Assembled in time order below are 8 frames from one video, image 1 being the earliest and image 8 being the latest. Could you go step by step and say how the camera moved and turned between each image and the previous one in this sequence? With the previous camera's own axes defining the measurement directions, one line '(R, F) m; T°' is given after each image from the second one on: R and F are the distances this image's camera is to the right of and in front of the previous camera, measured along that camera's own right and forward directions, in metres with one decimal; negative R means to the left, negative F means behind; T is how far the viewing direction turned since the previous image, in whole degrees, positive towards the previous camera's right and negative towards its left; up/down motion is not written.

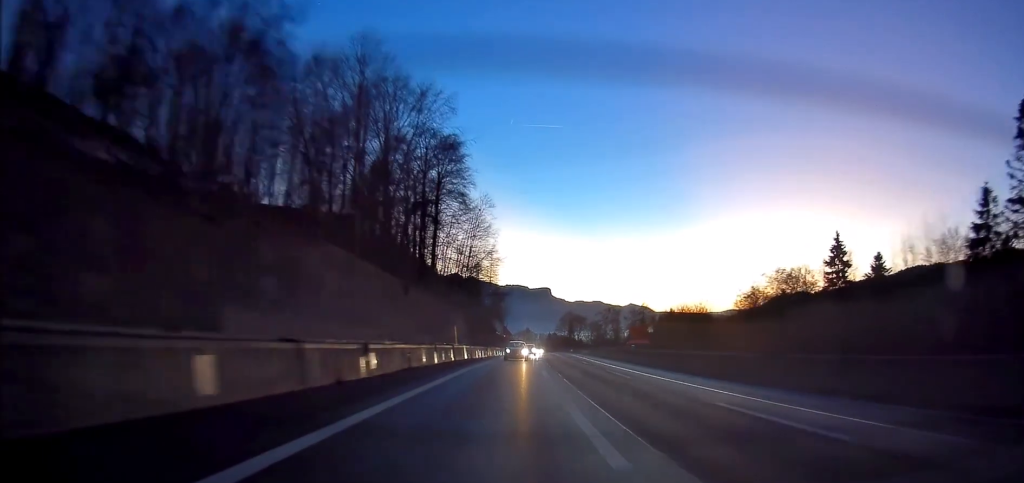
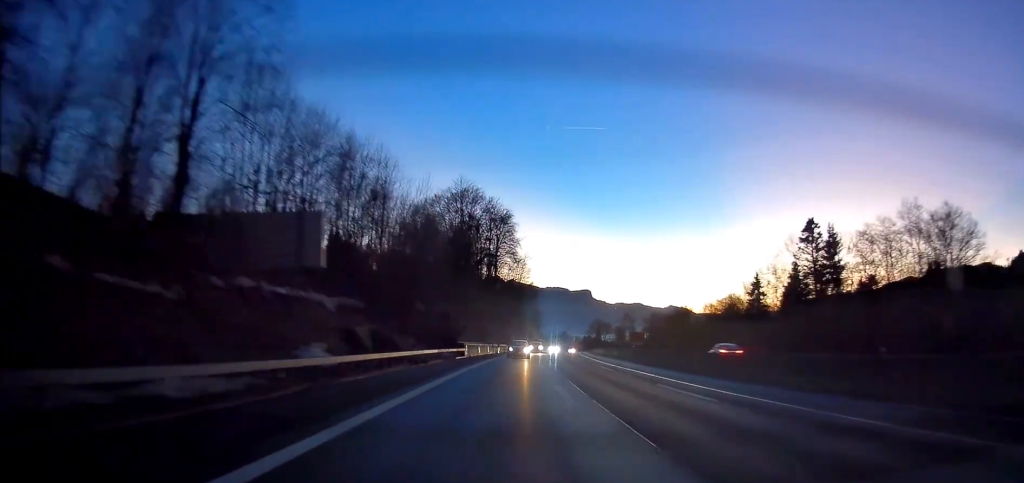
(-1.8, +60.4) m; -3°
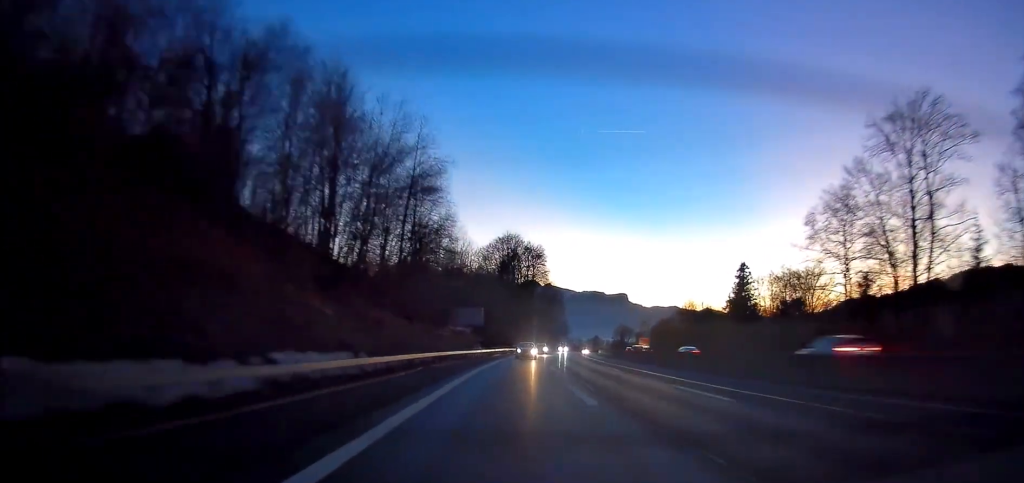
(-1.2, +53.9) m; -3°
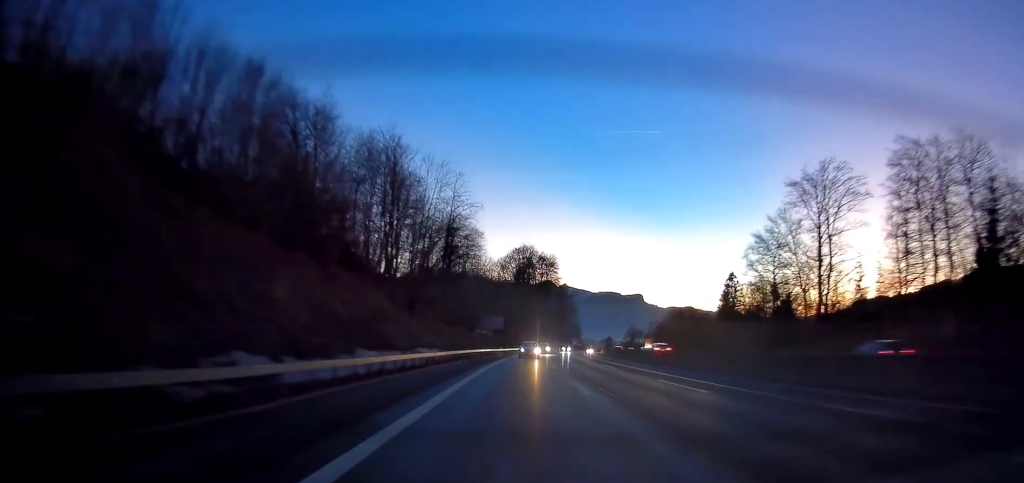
(-0.4, +20.5) m; -2°
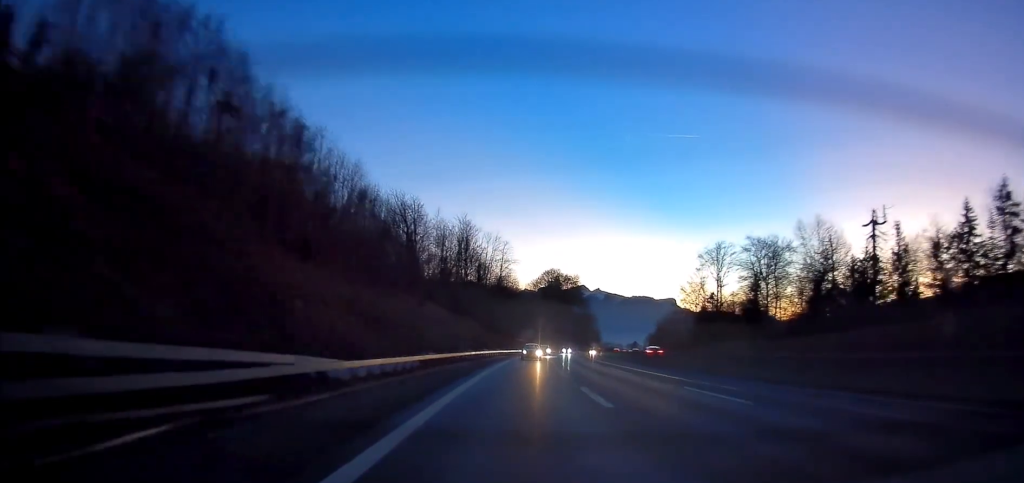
(-1.4, +50.7) m; -3°
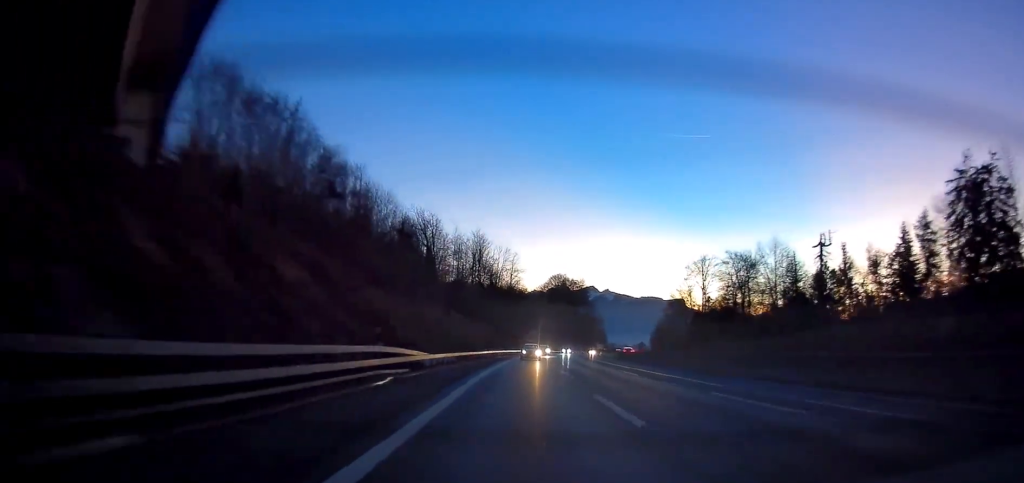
(-0.1, +15.1) m; -1°
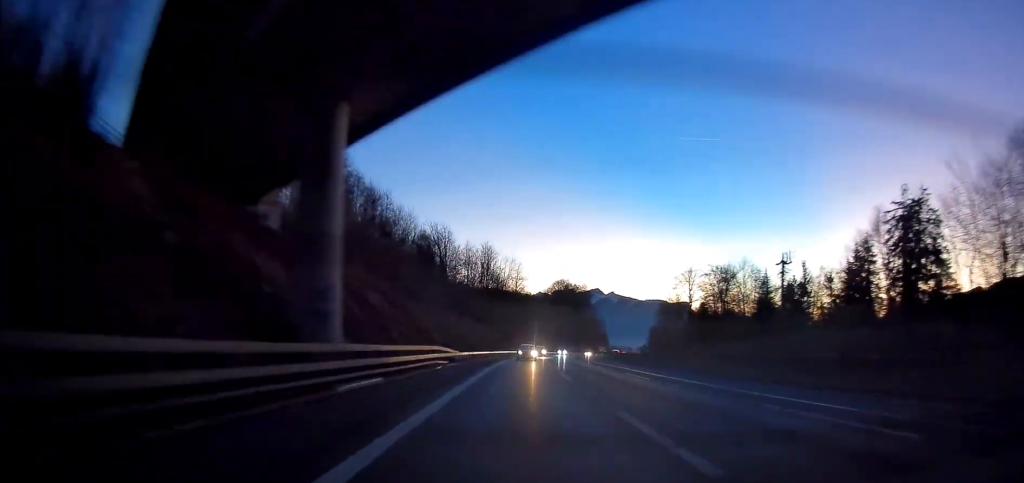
(0.0, +14.1) m; -1°
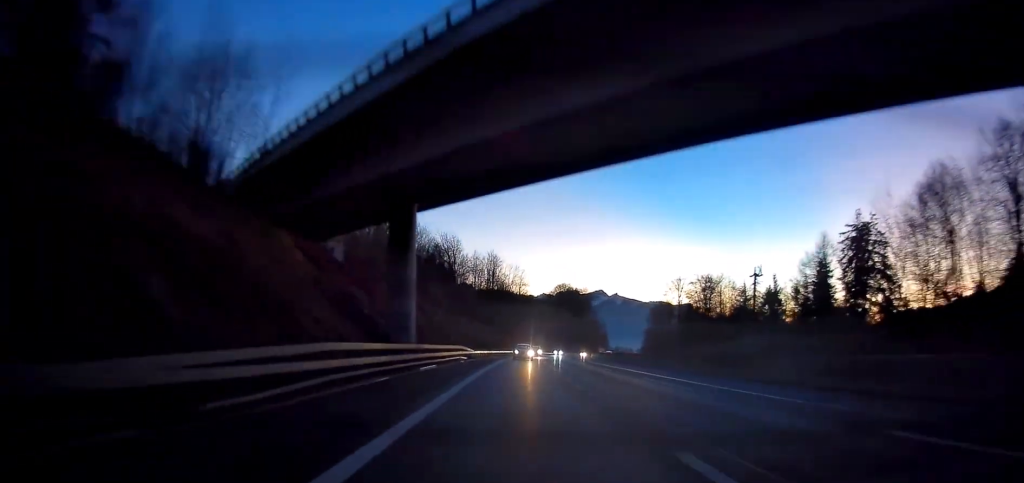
(-0.2, +13.0) m; -1°
